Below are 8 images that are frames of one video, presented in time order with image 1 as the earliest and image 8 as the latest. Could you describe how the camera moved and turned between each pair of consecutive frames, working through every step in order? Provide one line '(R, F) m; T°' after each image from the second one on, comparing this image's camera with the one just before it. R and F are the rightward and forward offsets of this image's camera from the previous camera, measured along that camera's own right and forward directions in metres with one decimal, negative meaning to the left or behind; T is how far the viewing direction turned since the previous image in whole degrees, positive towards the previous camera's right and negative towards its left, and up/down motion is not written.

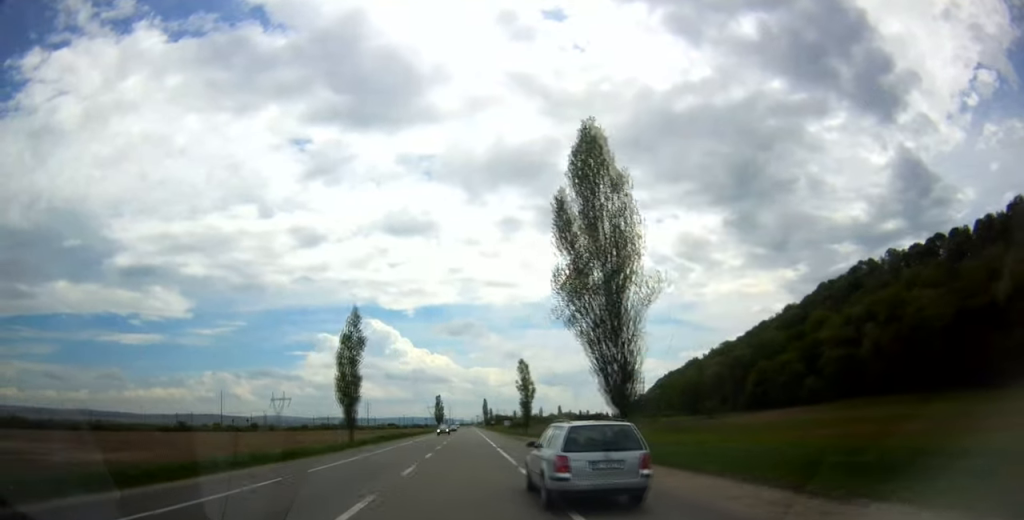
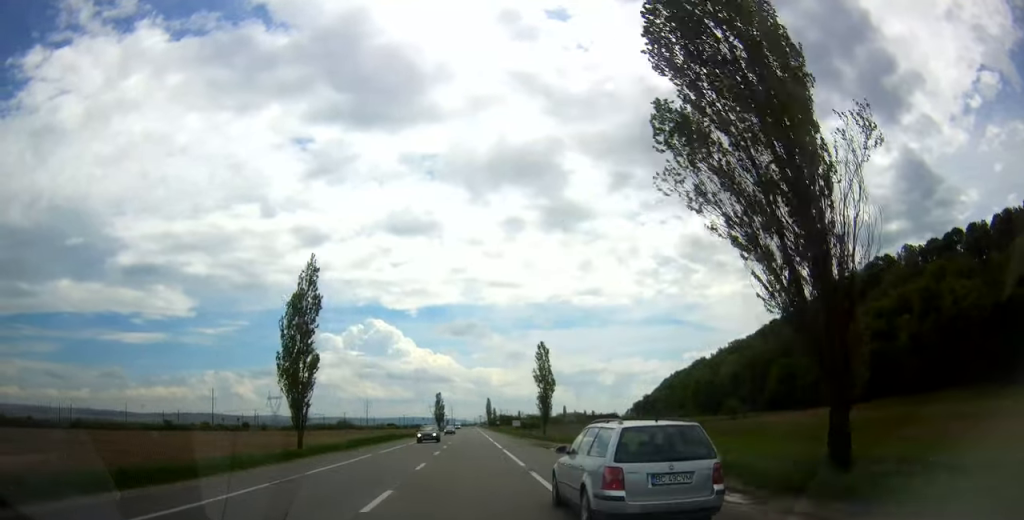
(+0.2, +16.1) m; 0°
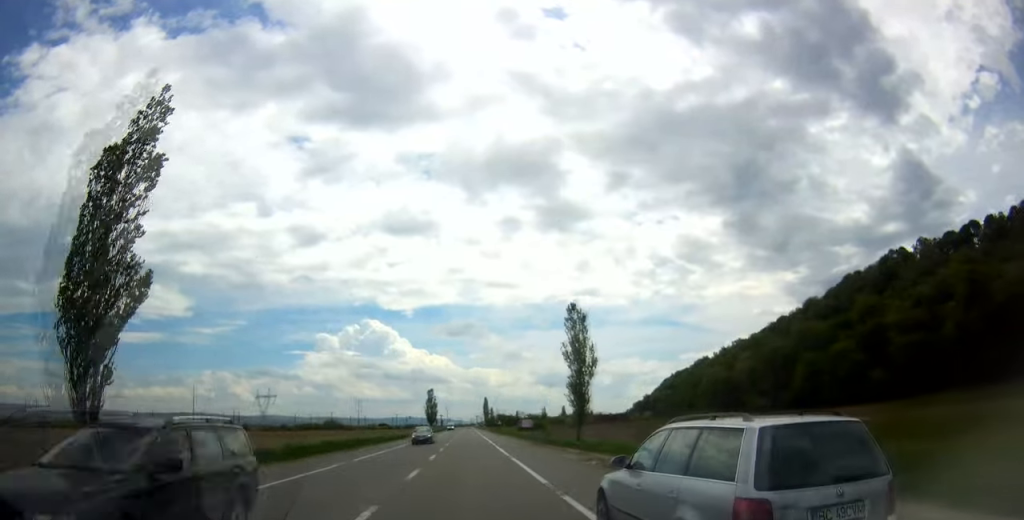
(-0.3, +19.4) m; -1°
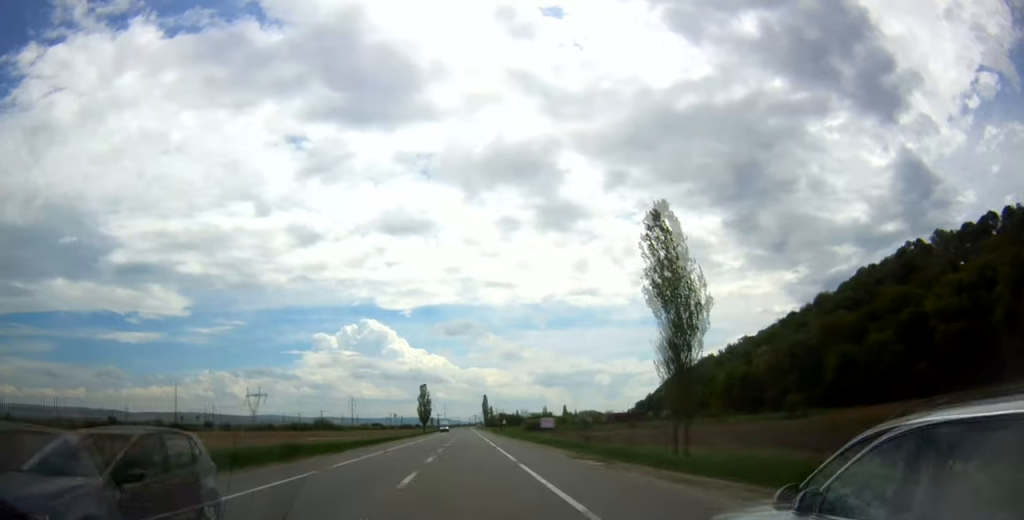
(-0.1, +19.7) m; 0°
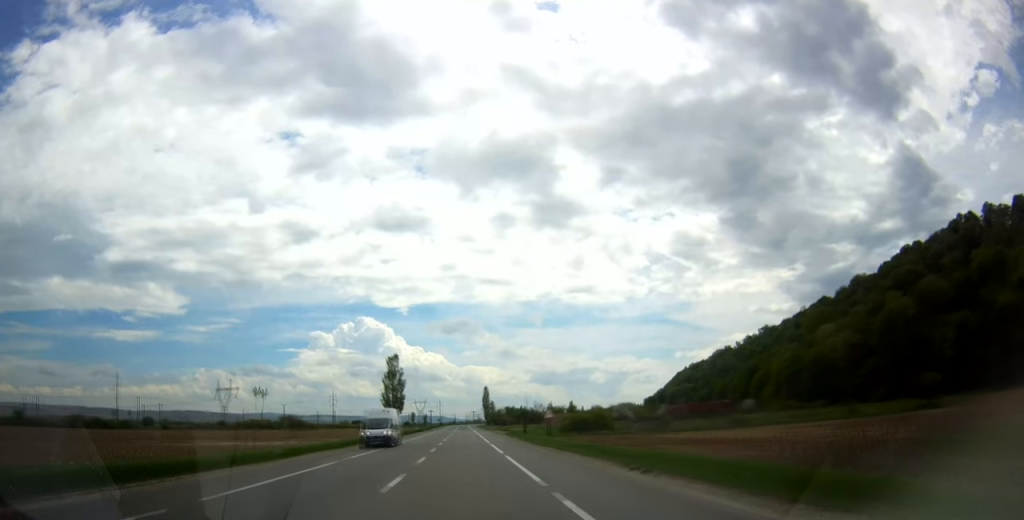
(+0.6, +54.9) m; +1°
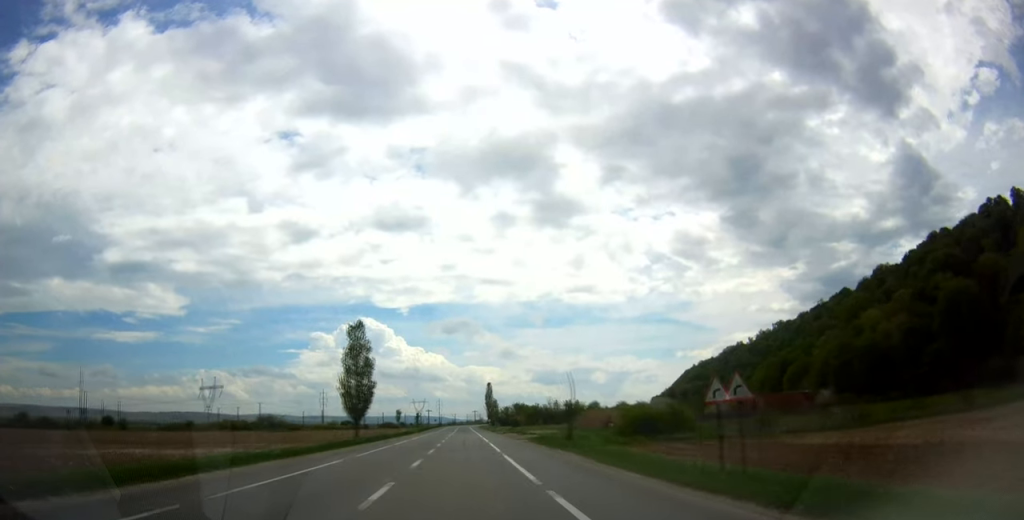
(-0.3, +29.4) m; 0°
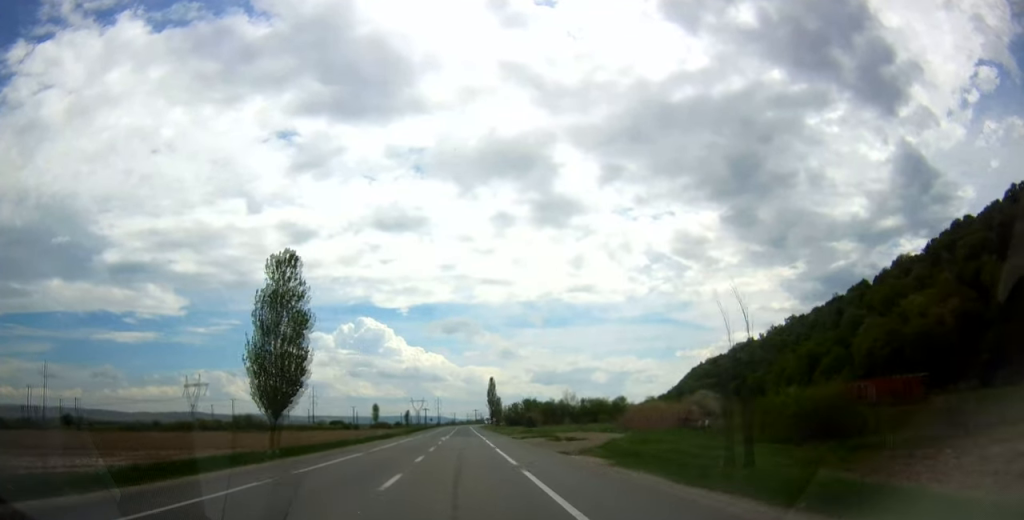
(0.0, +24.8) m; +1°
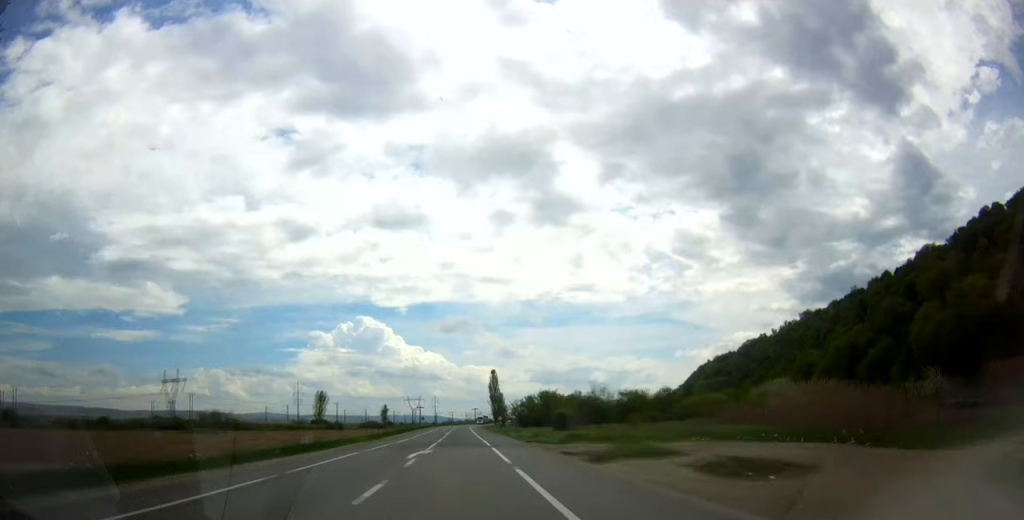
(+0.3, +29.2) m; +1°
